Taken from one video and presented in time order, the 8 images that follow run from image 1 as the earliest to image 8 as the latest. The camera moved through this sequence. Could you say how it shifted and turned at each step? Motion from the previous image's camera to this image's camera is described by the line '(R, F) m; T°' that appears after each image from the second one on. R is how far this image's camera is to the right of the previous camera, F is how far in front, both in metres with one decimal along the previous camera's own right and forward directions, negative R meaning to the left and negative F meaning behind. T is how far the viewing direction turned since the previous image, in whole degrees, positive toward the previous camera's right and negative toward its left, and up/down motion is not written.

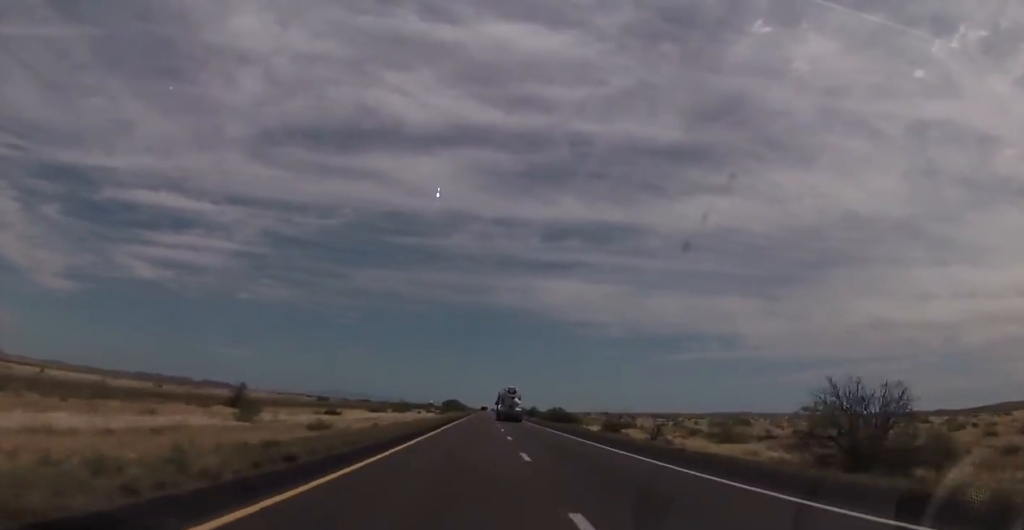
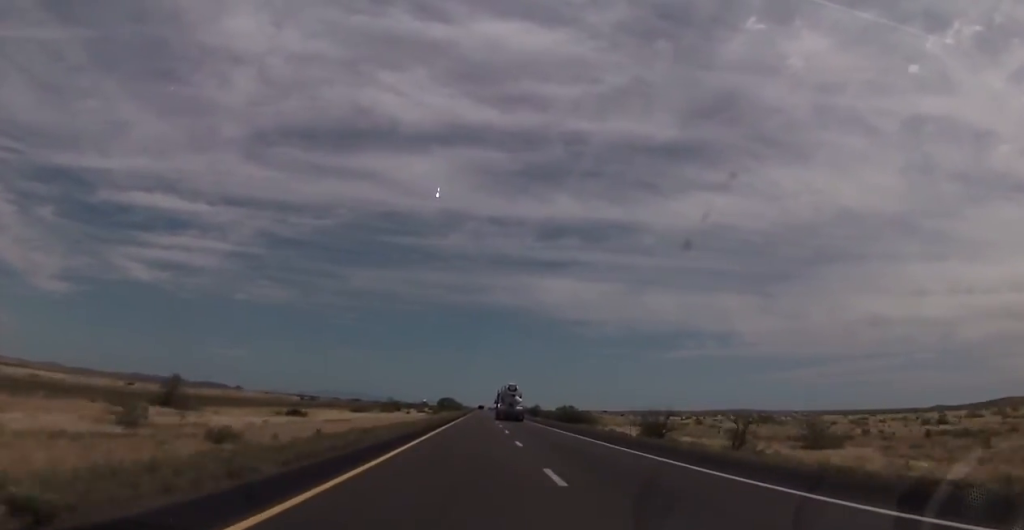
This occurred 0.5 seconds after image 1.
(+0.2, +18.4) m; 0°
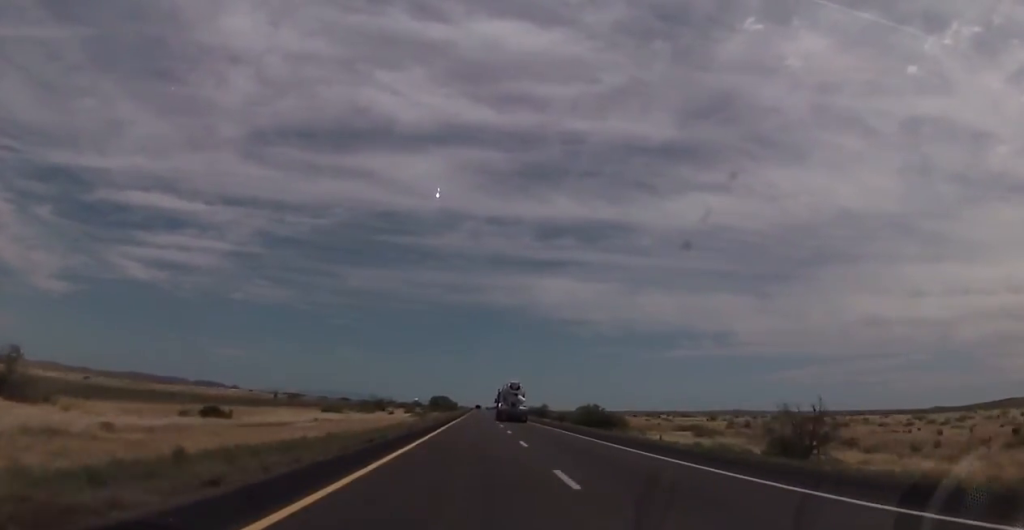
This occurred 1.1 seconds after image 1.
(+0.3, +24.9) m; 0°
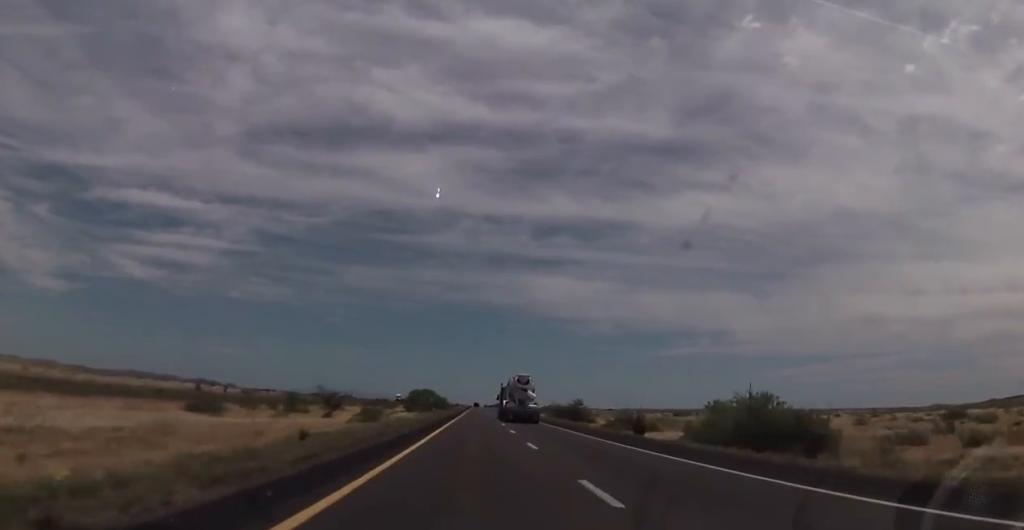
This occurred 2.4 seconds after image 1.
(-0.3, +51.3) m; 0°
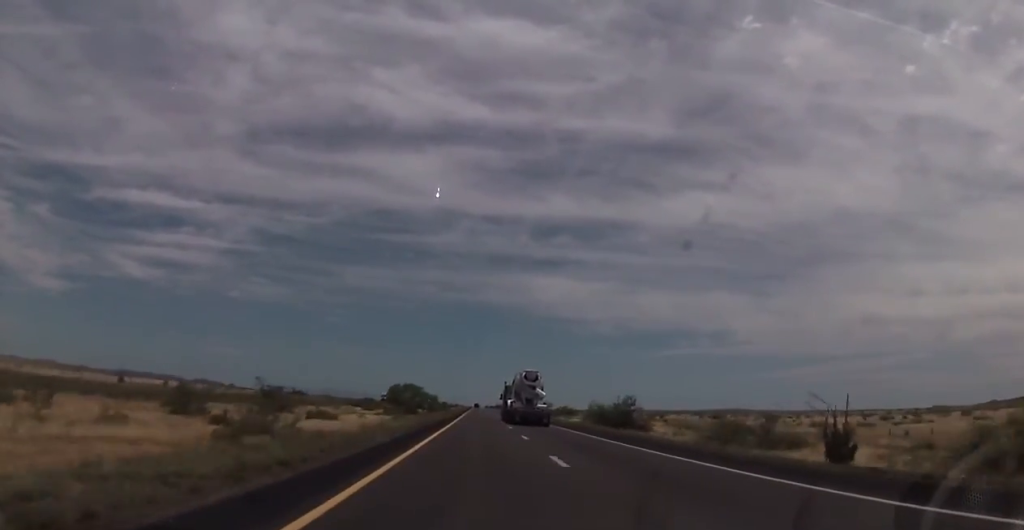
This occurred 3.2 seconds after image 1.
(+0.3, +31.5) m; 0°
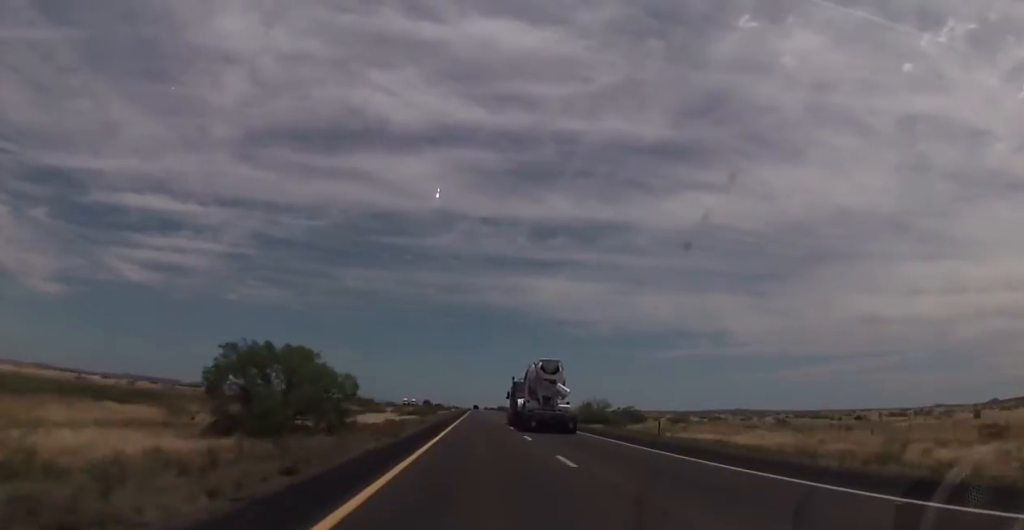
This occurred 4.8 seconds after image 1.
(-0.6, +61.1) m; -1°
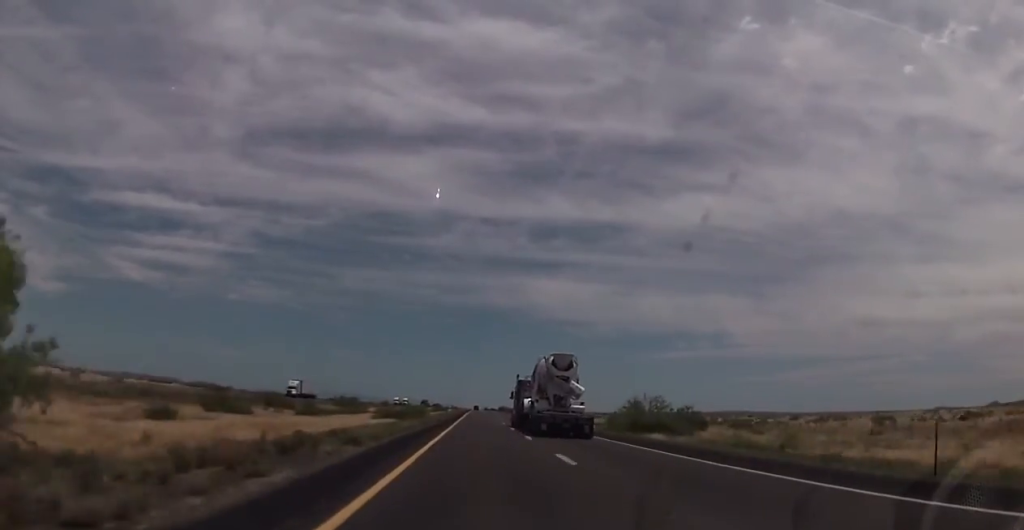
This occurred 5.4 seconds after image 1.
(0.0, +24.1) m; 0°
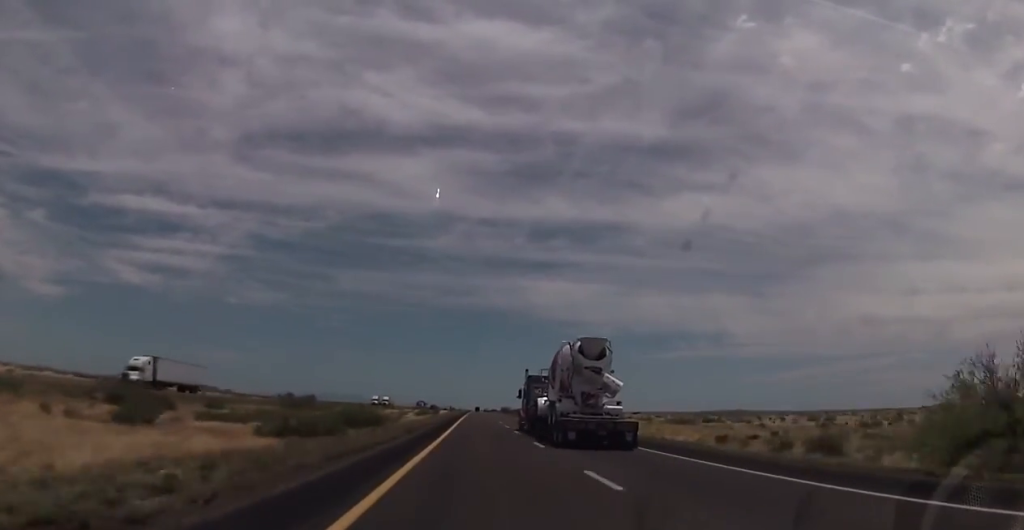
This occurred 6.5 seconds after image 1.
(+0.4, +41.4) m; +1°
